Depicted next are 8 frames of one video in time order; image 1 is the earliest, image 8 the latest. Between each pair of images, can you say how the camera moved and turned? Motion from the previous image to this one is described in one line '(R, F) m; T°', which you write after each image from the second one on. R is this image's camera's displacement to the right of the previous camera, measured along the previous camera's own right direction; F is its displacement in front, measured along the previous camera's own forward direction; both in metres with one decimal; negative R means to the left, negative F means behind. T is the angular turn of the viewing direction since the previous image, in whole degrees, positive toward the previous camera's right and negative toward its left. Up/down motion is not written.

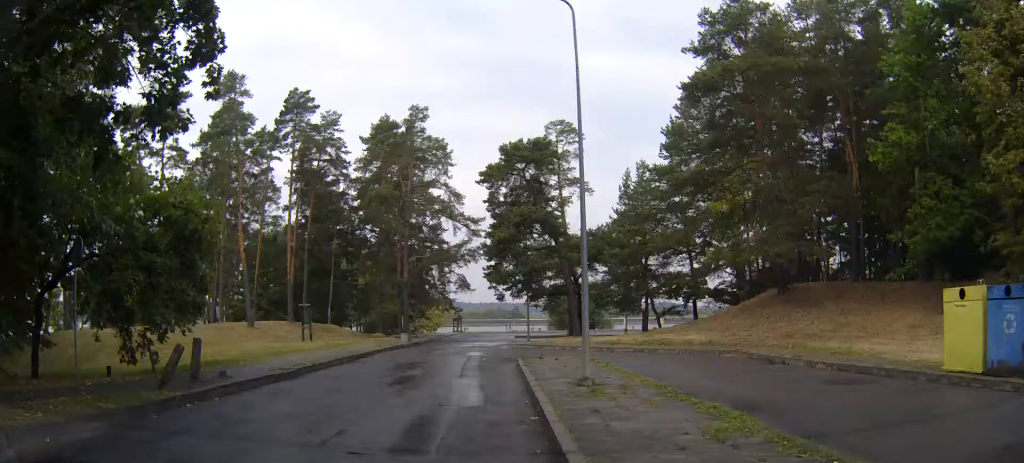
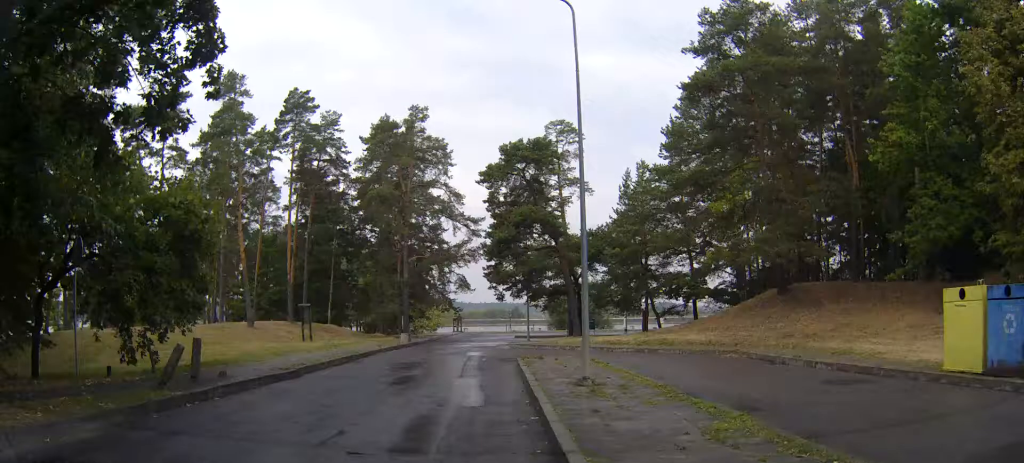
(0.0, 0.0) m; 0°
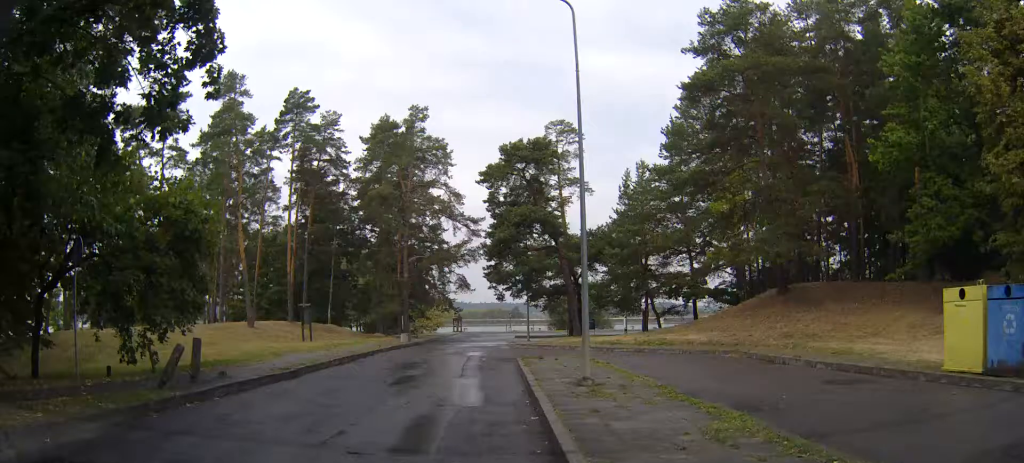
(0.0, 0.0) m; 0°
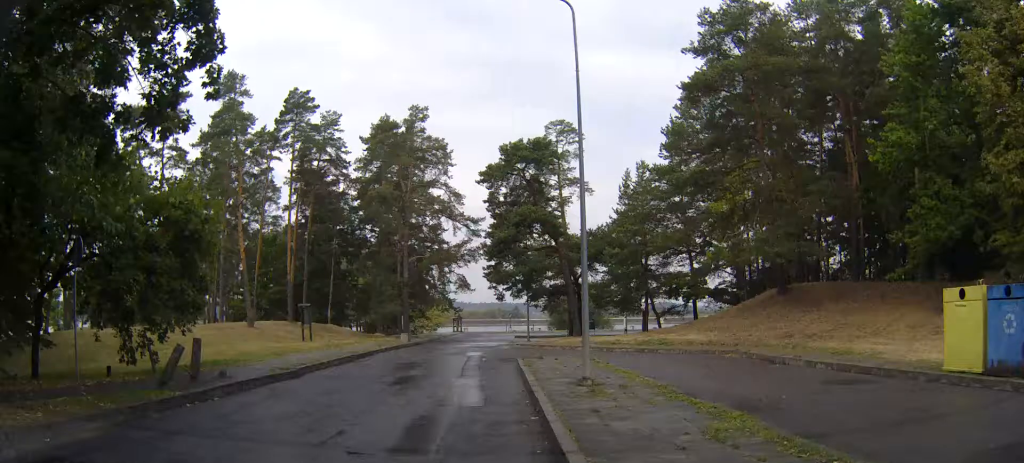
(0.0, 0.0) m; 0°
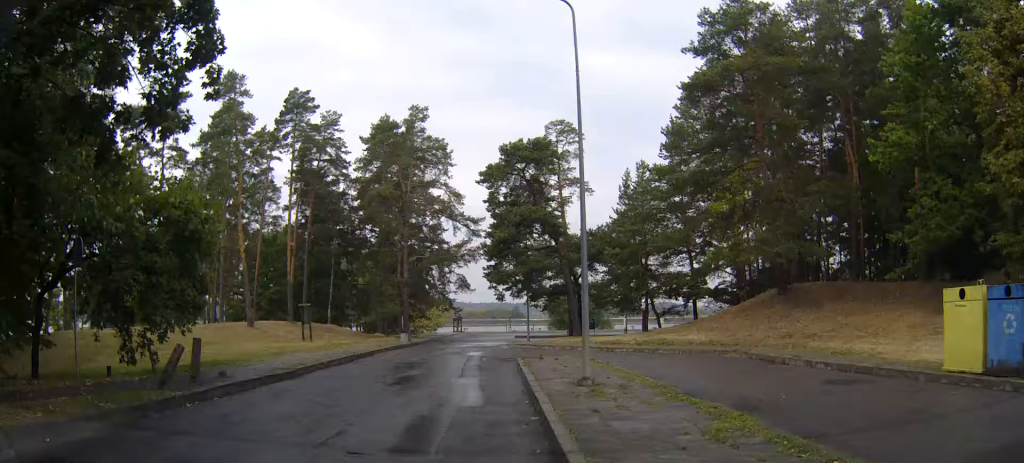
(0.0, 0.0) m; 0°
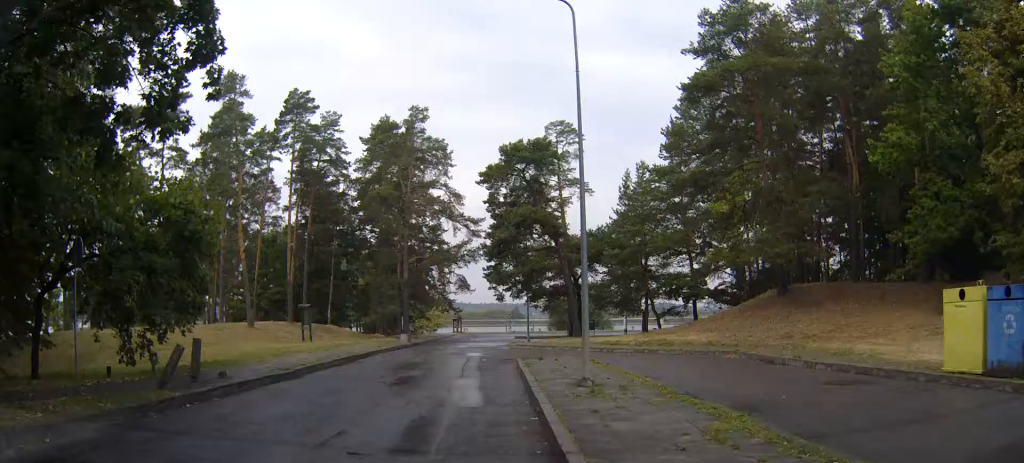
(0.0, 0.0) m; 0°
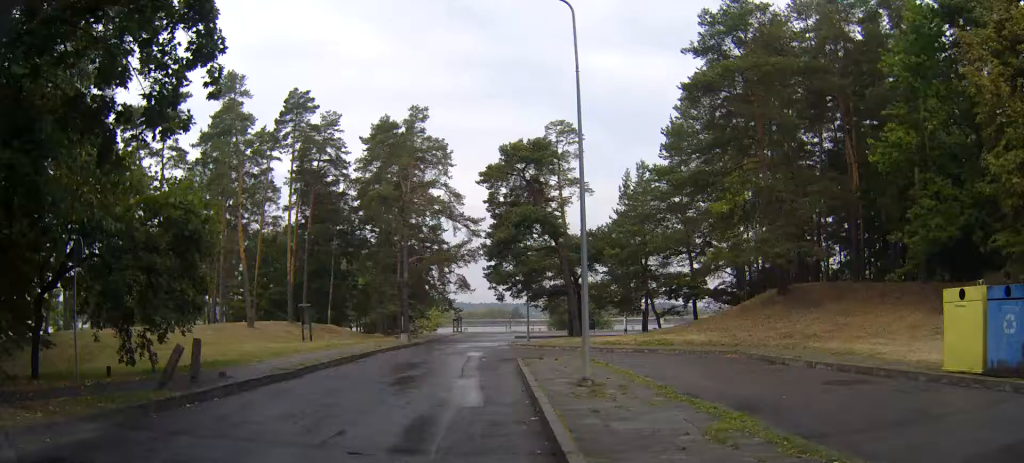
(0.0, 0.0) m; 0°
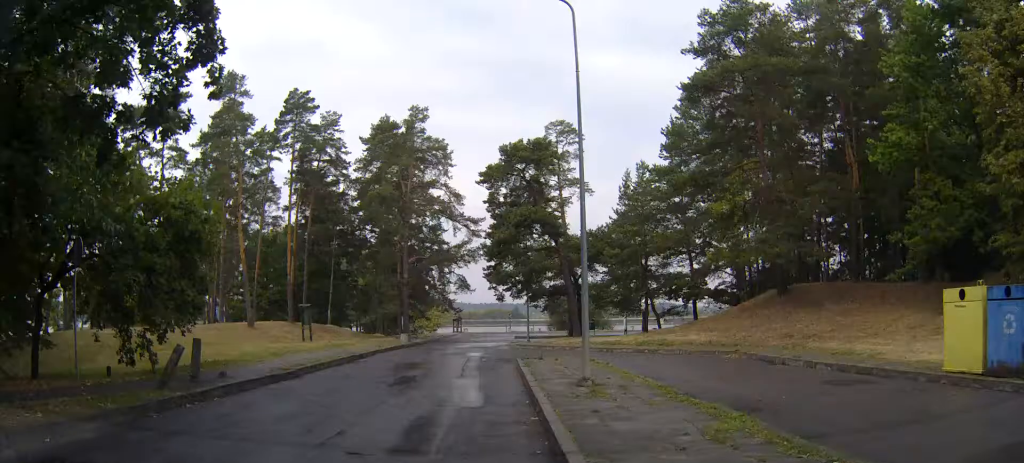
(0.0, 0.0) m; 0°
